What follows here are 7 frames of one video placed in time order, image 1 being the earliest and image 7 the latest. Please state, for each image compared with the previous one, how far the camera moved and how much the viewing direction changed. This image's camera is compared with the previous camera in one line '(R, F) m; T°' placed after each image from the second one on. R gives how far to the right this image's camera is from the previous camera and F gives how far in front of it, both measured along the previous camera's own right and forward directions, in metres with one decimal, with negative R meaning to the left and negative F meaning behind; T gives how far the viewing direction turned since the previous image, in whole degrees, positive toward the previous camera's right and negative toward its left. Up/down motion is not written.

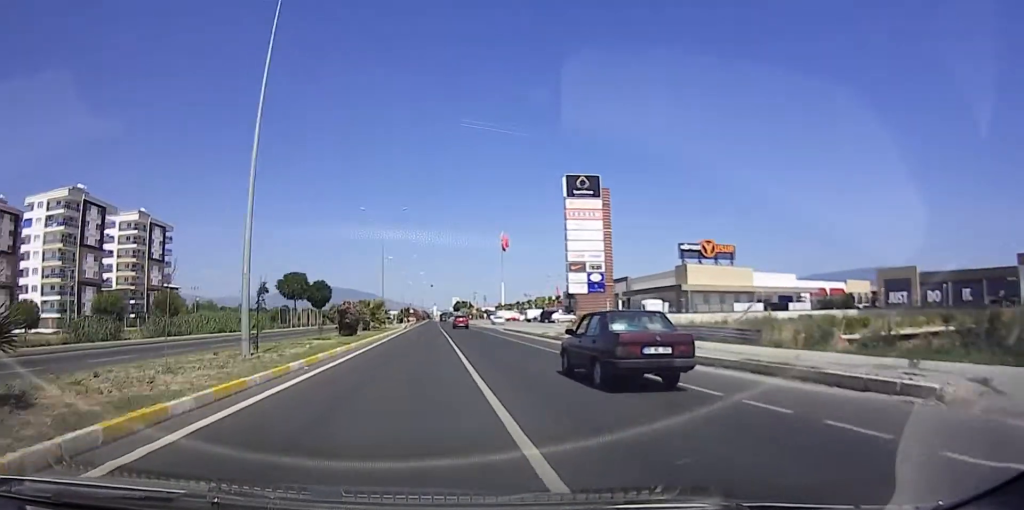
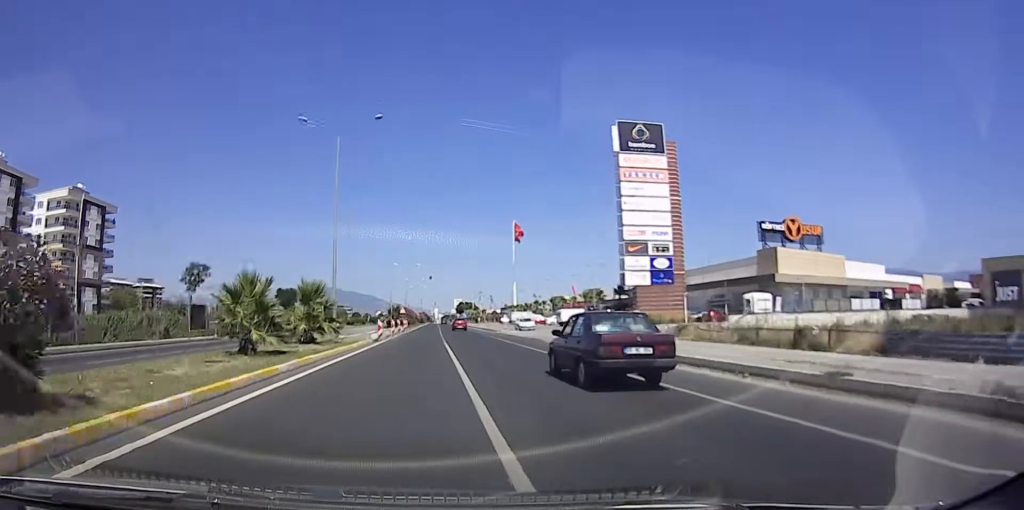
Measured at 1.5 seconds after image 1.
(+0.7, +27.7) m; +2°
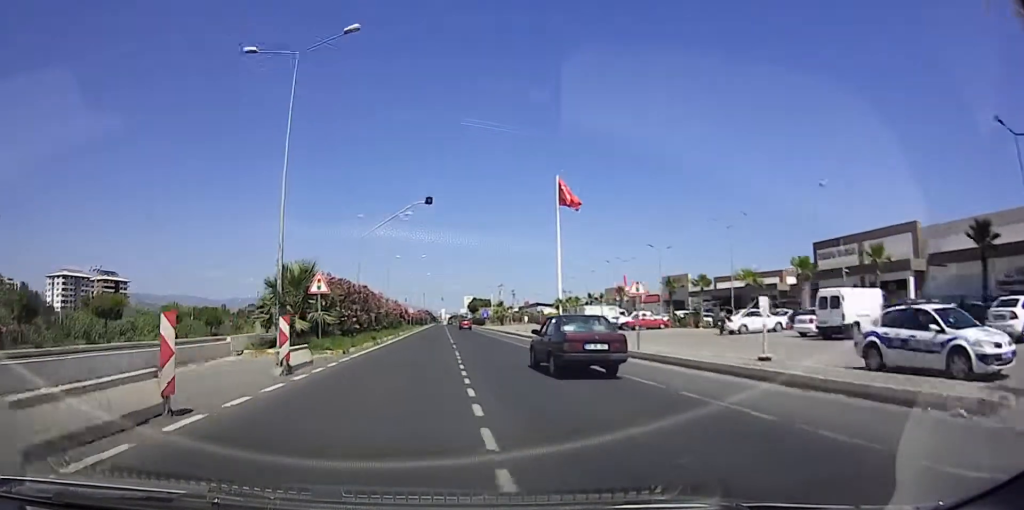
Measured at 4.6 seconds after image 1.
(+0.4, +54.5) m; 0°
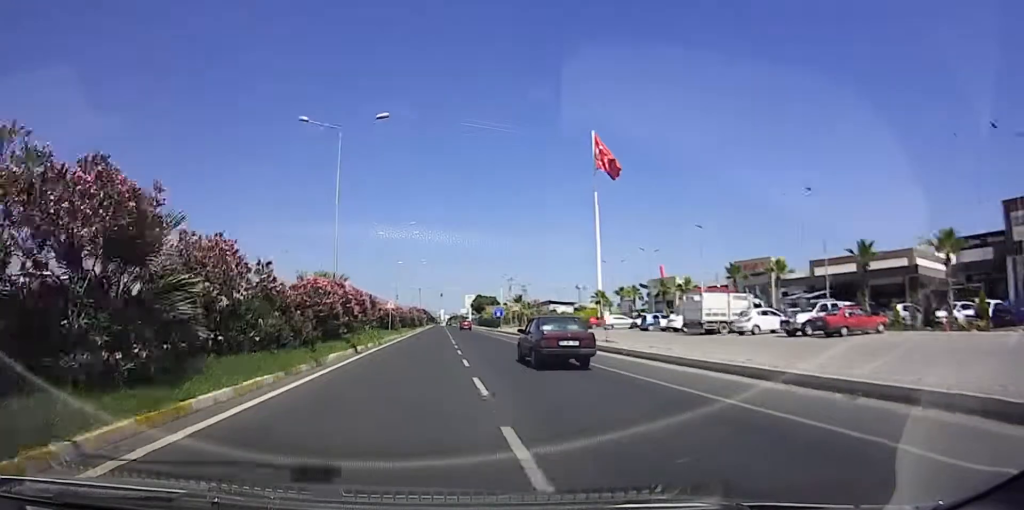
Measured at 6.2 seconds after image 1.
(0.0, +28.1) m; -2°
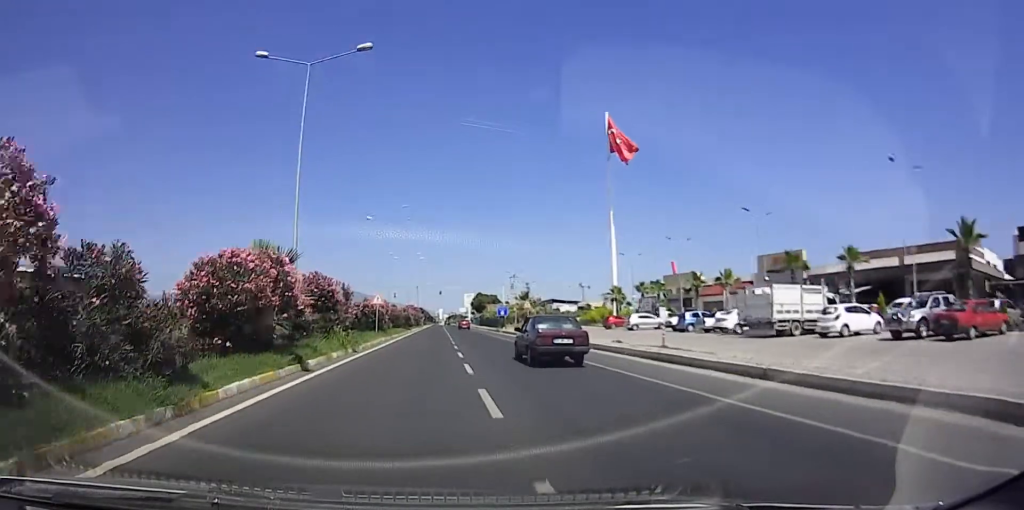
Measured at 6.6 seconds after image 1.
(-0.1, +7.7) m; -1°
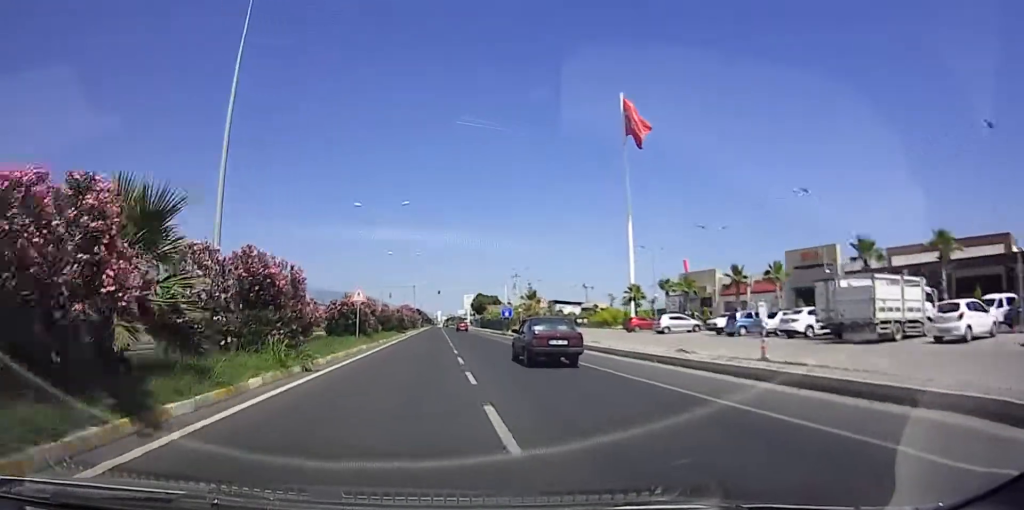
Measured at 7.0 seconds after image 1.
(-0.2, +7.1) m; -1°
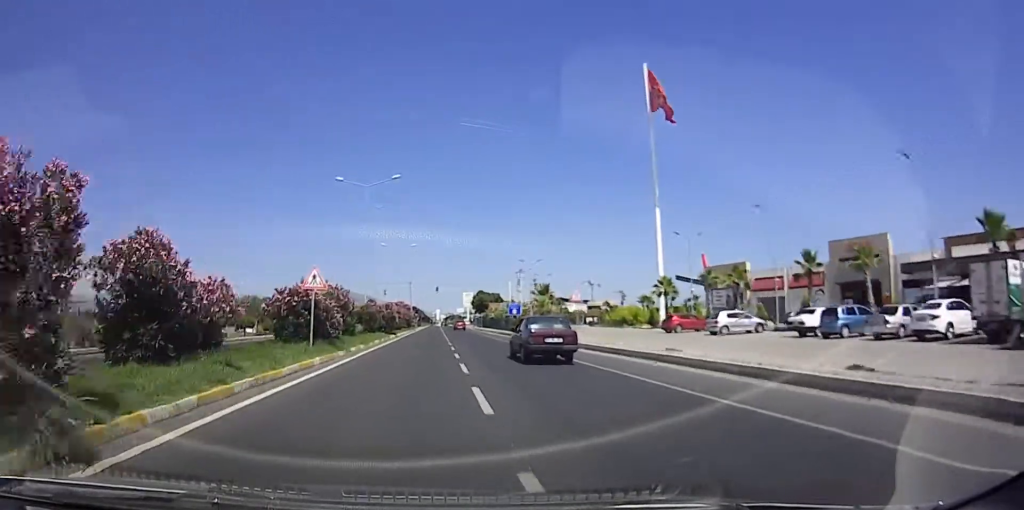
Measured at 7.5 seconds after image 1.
(-0.1, +9.0) m; 0°
